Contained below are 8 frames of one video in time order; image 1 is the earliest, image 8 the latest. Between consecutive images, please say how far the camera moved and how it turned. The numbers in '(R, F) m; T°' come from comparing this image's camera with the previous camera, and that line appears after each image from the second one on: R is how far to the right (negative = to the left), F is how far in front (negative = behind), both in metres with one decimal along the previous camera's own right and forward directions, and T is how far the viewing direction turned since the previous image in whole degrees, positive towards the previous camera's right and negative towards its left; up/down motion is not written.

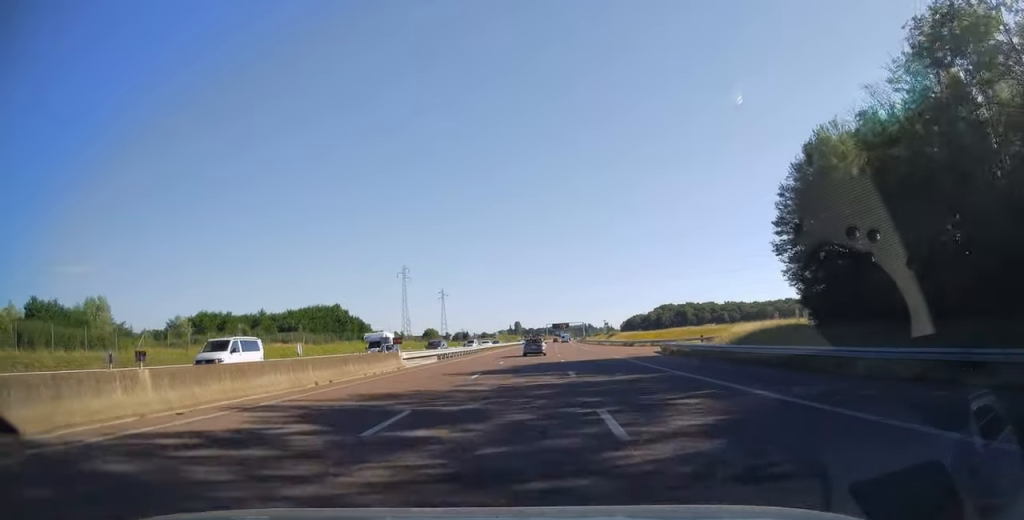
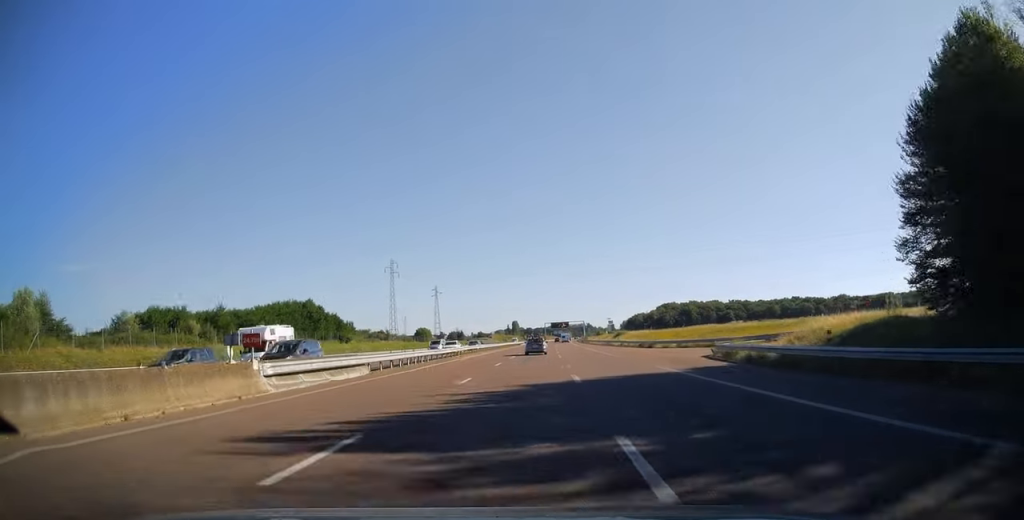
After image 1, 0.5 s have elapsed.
(0.0, +16.0) m; 0°
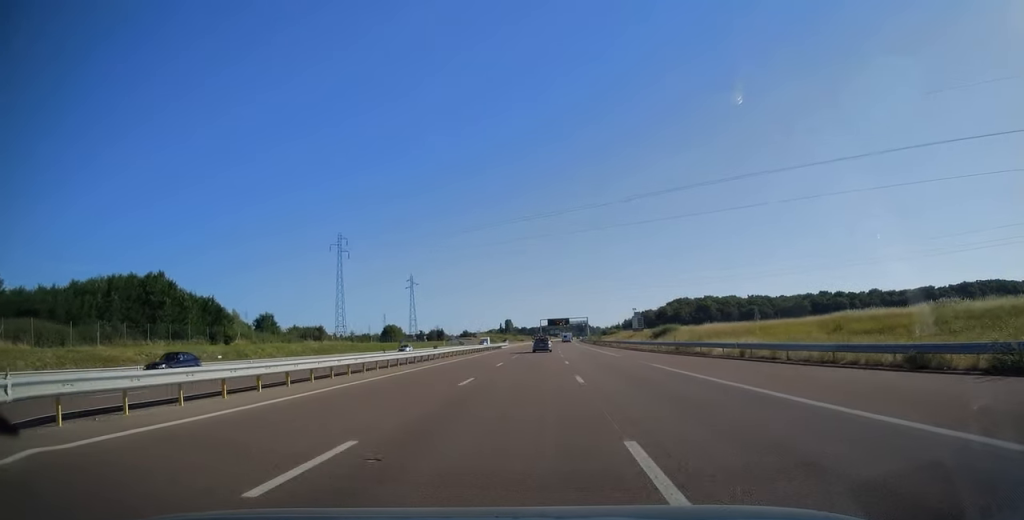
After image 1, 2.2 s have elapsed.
(-0.1, +51.9) m; 0°
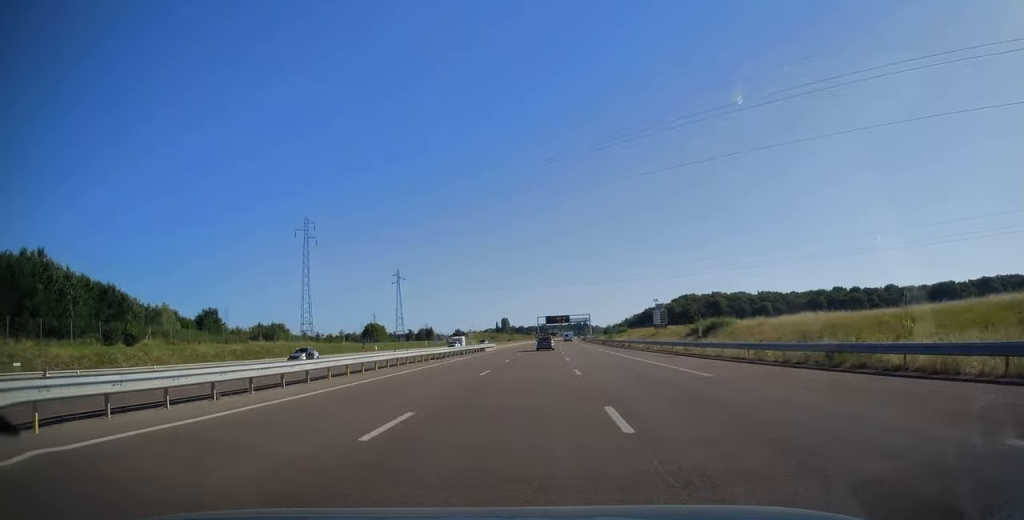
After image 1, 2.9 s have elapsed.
(+0.2, +22.5) m; 0°
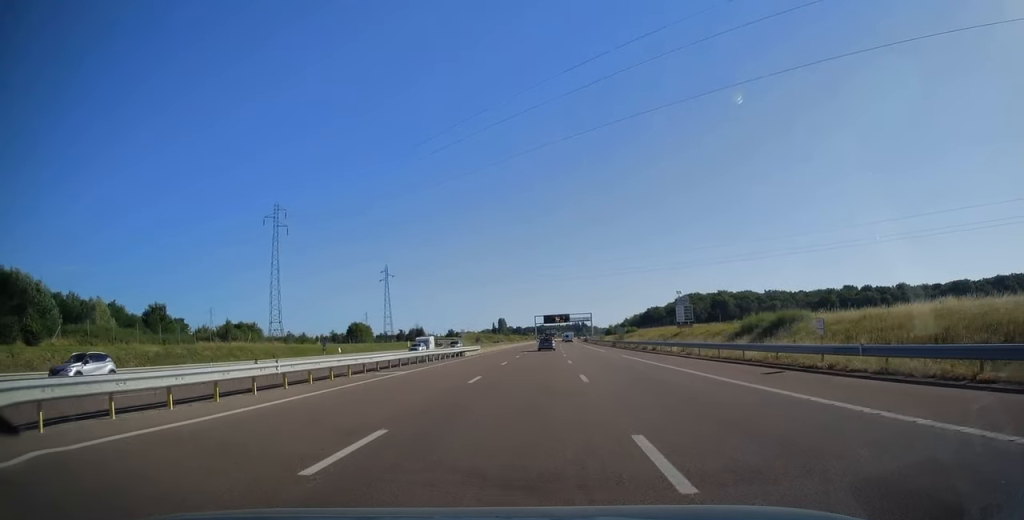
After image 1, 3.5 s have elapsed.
(0.0, +15.9) m; 0°
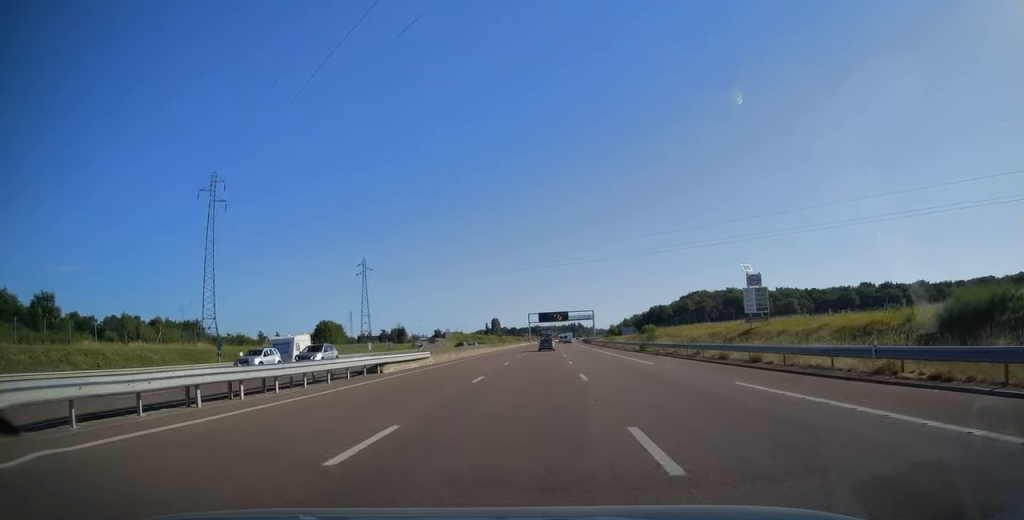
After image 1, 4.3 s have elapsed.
(0.0, +25.1) m; 0°
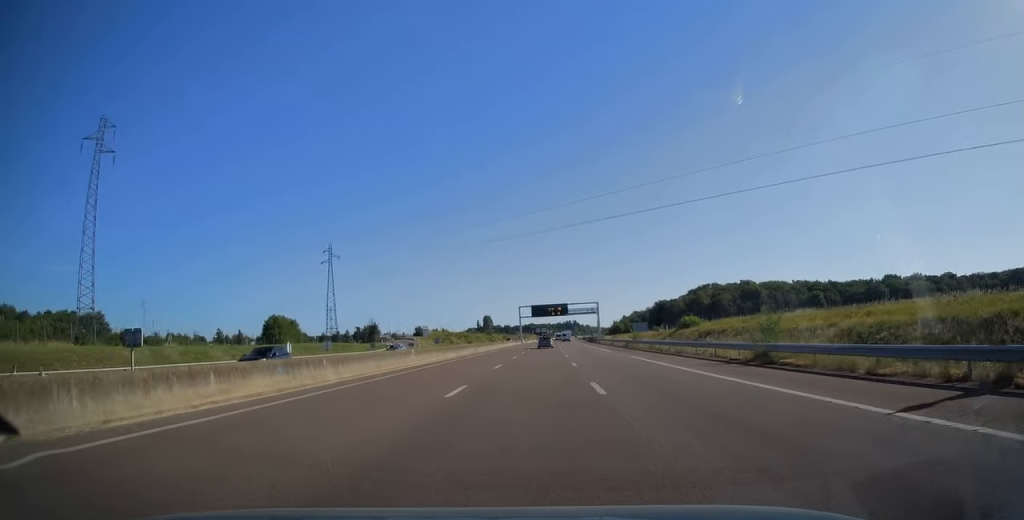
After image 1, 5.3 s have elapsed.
(+0.2, +30.8) m; +1°
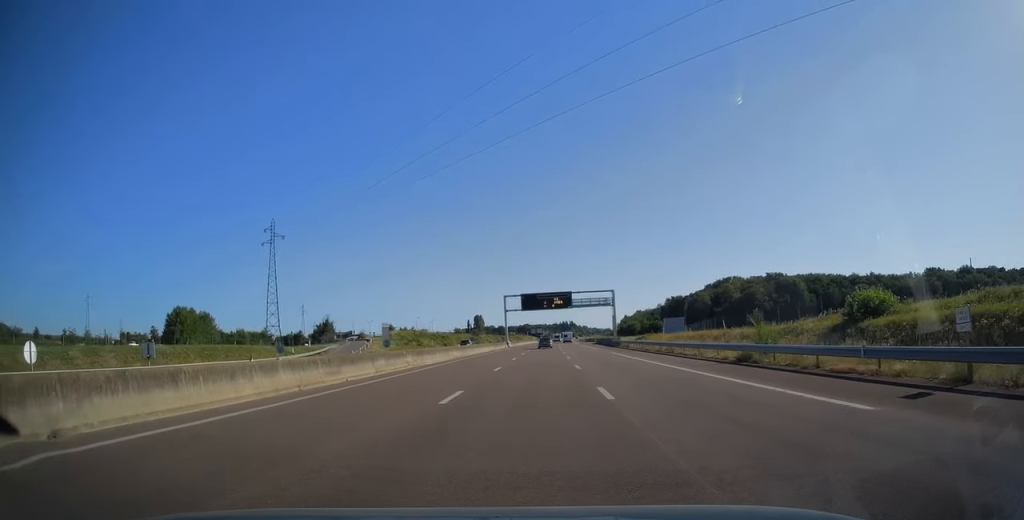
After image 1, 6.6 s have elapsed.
(+0.3, +40.0) m; 0°
